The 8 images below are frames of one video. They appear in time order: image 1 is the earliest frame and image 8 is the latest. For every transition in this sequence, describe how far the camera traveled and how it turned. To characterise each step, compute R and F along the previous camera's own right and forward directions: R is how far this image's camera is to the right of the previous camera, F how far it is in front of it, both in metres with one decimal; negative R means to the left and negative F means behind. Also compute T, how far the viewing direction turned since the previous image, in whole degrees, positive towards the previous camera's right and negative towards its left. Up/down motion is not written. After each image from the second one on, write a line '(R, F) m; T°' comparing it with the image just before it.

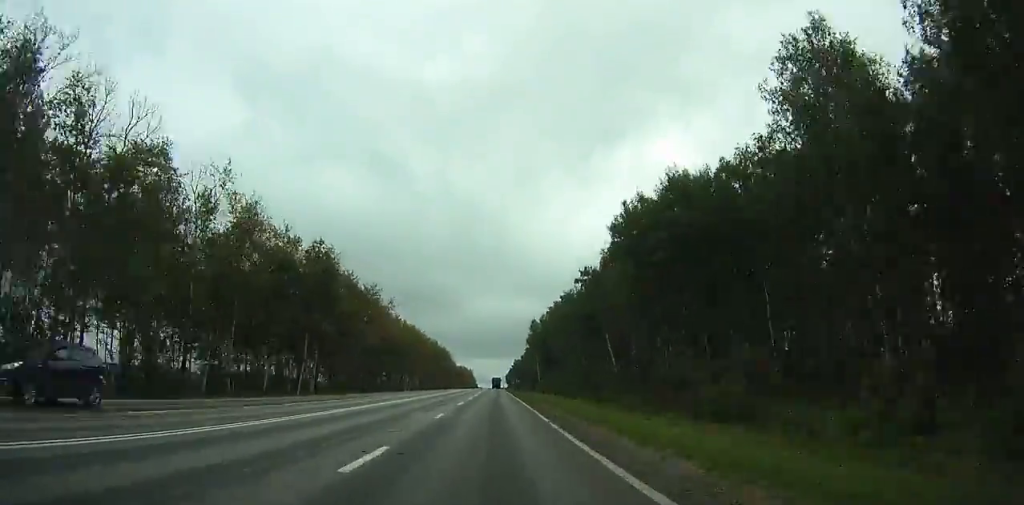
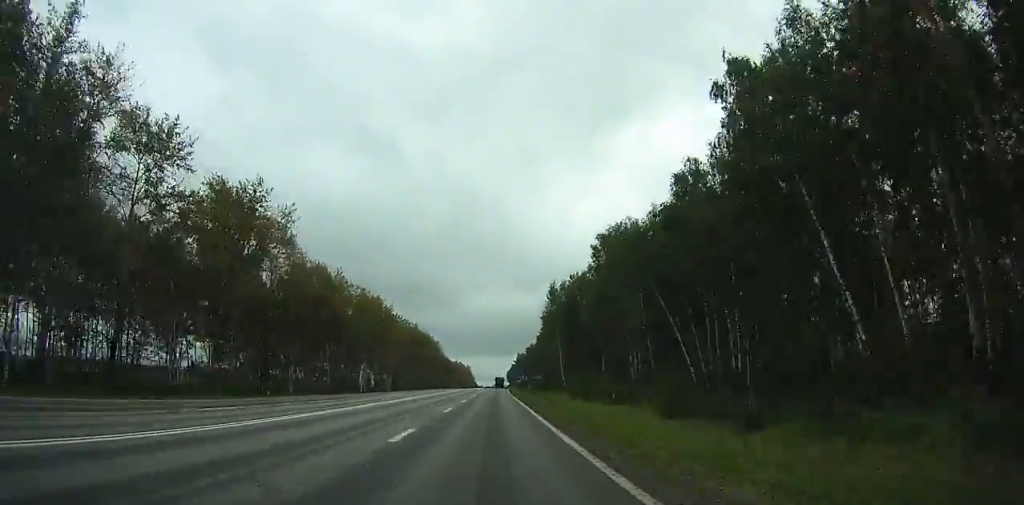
(-4.7, +53.5) m; -6°
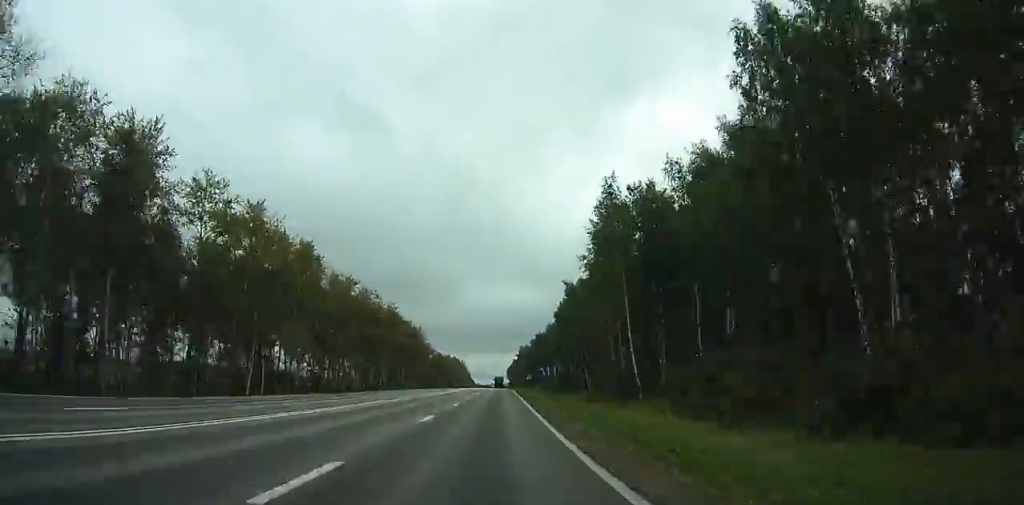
(-2.5, +51.4) m; -2°
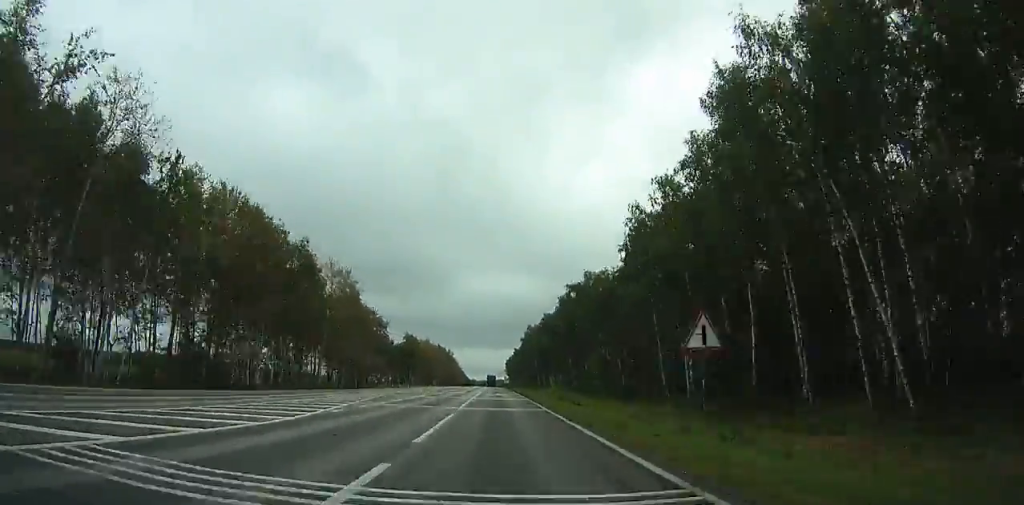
(+2.3, +79.0) m; -1°
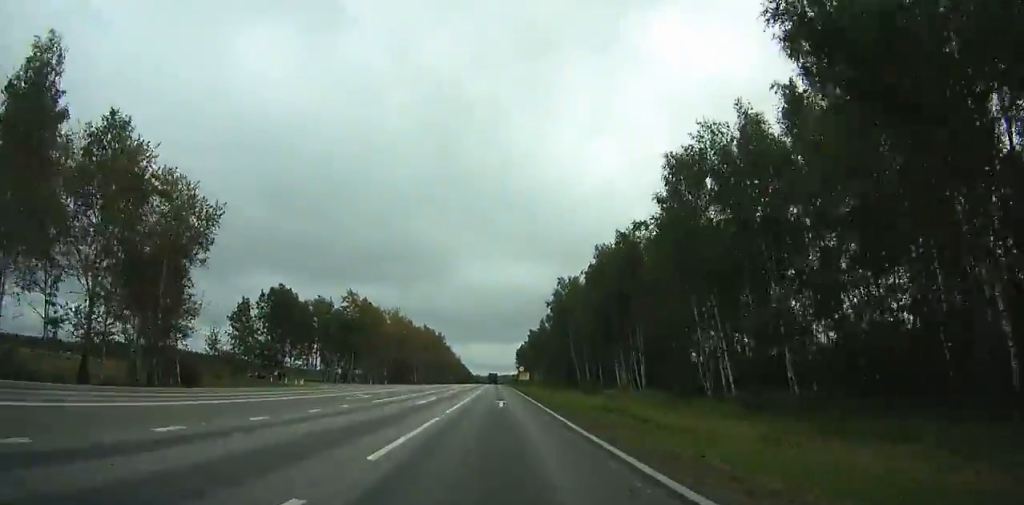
(-4.6, +87.2) m; -2°
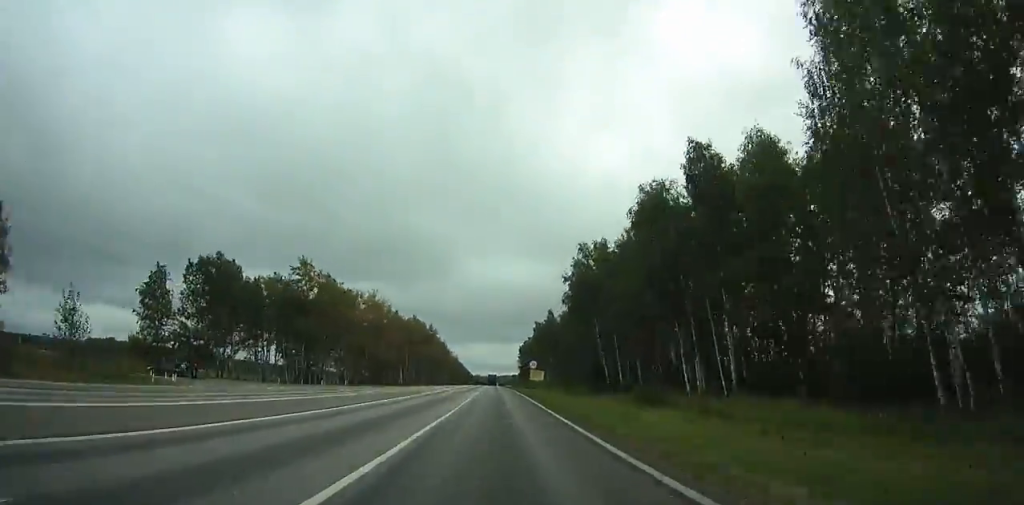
(-0.1, +29.3) m; +1°
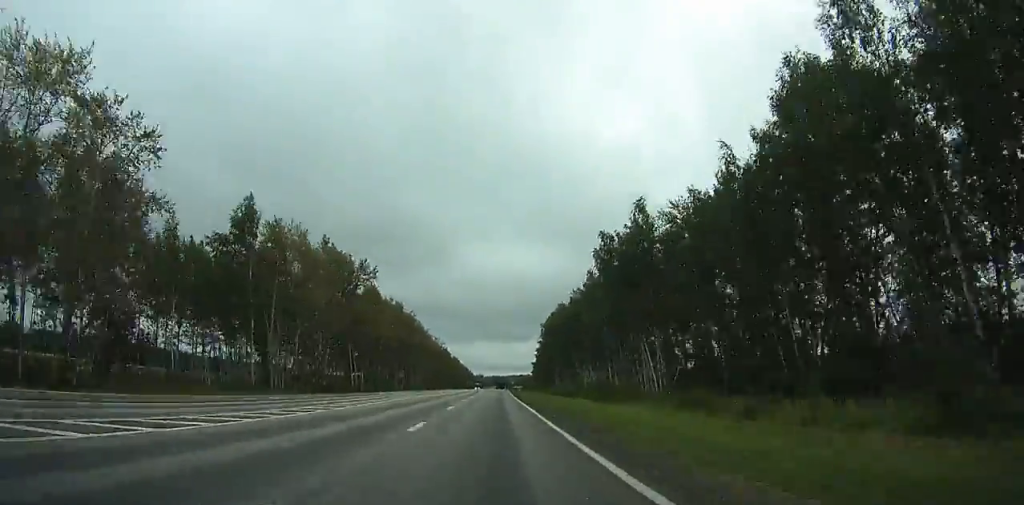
(-0.1, +105.4) m; -2°
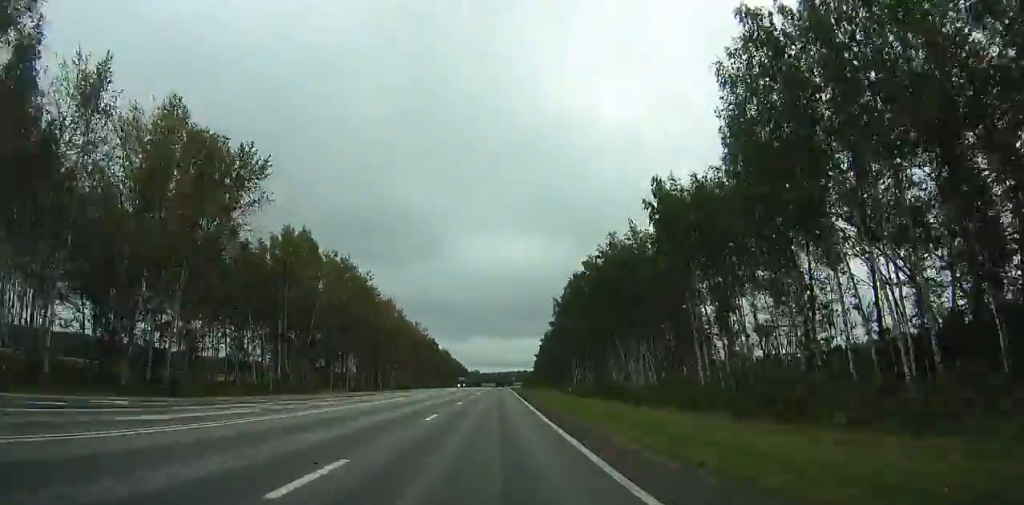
(-1.1, +49.2) m; -1°
